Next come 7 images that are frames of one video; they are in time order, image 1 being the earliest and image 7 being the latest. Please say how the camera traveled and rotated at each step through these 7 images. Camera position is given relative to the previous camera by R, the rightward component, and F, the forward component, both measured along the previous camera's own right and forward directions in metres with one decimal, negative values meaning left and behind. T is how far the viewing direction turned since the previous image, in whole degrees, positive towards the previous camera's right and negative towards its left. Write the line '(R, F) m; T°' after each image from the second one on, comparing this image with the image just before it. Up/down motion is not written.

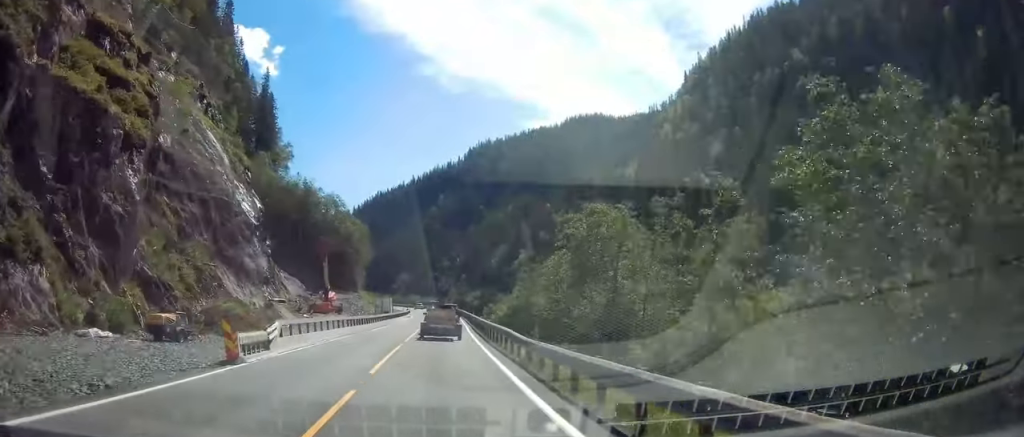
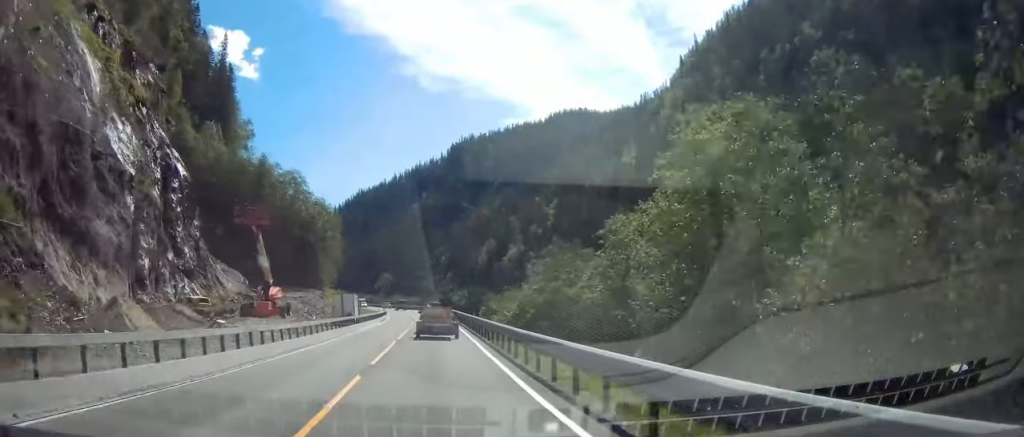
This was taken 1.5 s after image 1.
(+0.1, +22.3) m; +2°
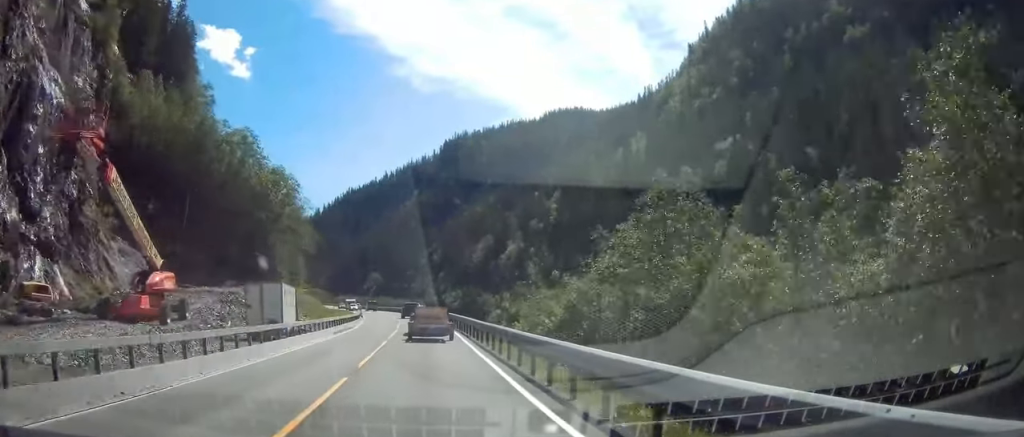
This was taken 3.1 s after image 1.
(+0.7, +24.1) m; +2°
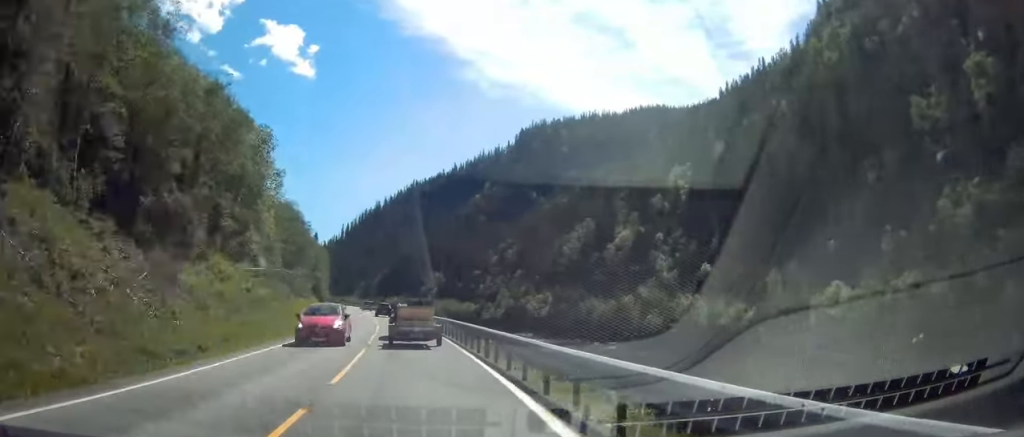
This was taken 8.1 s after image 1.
(-3.0, +73.6) m; -3°
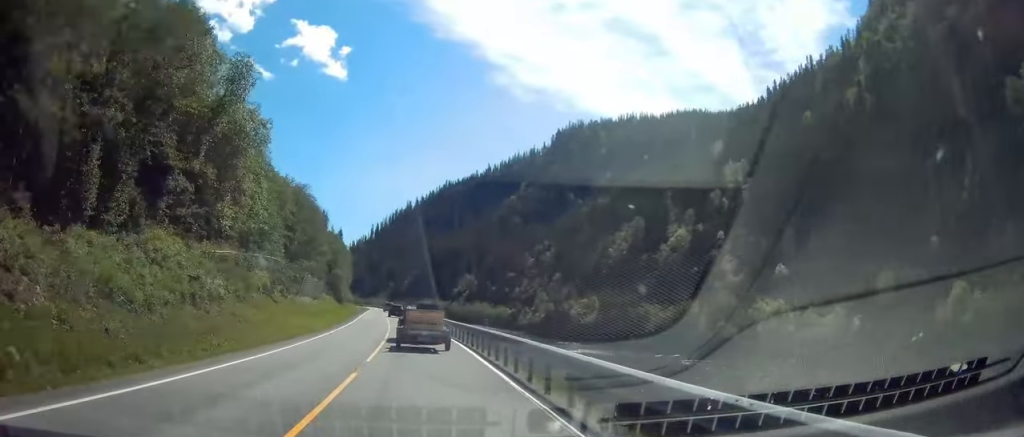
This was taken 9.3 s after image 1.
(+0.2, +18.9) m; -1°
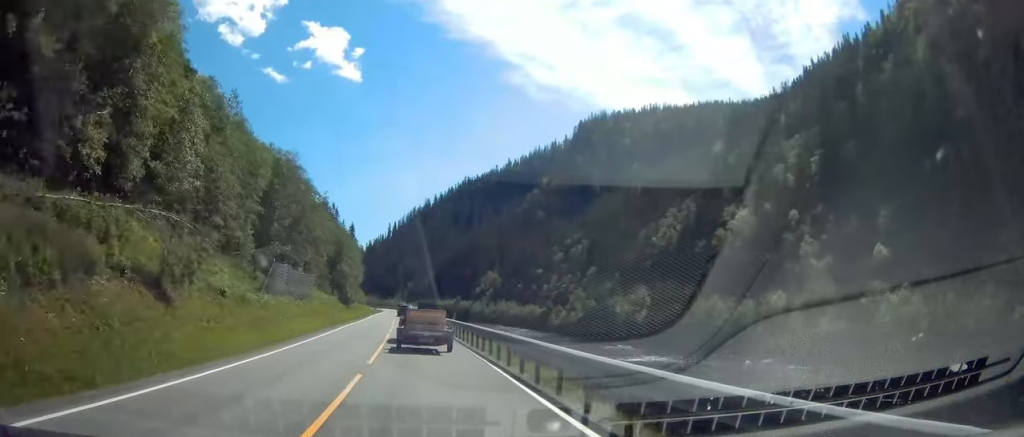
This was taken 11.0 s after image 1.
(-0.4, +23.7) m; -3°
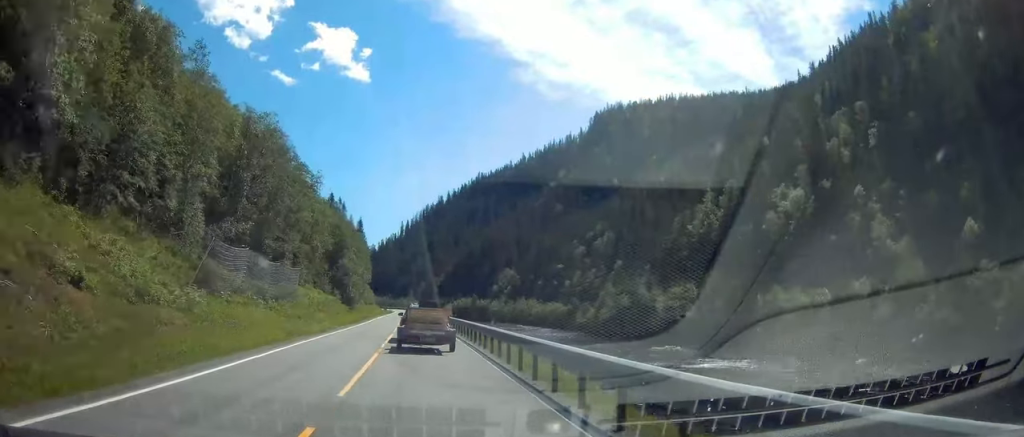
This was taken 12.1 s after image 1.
(-0.6, +16.7) m; -2°
